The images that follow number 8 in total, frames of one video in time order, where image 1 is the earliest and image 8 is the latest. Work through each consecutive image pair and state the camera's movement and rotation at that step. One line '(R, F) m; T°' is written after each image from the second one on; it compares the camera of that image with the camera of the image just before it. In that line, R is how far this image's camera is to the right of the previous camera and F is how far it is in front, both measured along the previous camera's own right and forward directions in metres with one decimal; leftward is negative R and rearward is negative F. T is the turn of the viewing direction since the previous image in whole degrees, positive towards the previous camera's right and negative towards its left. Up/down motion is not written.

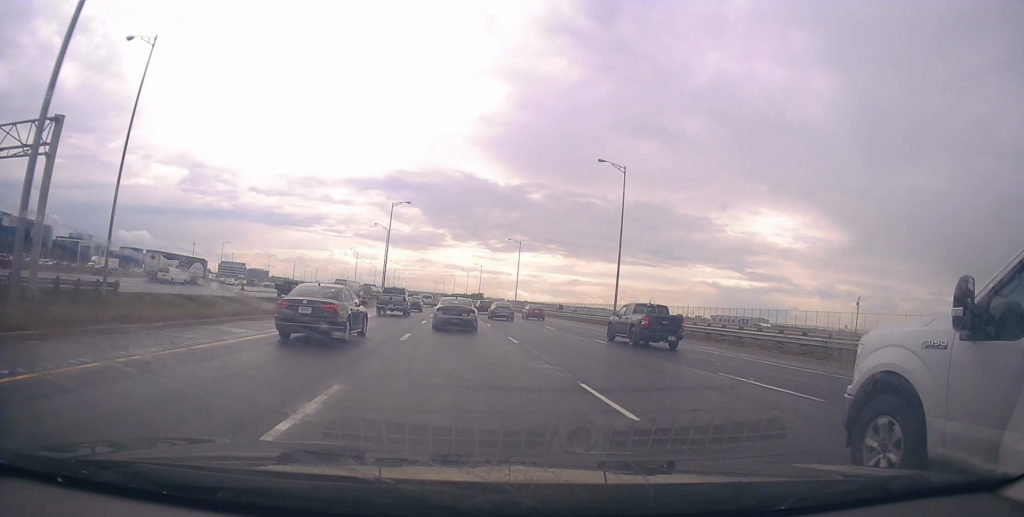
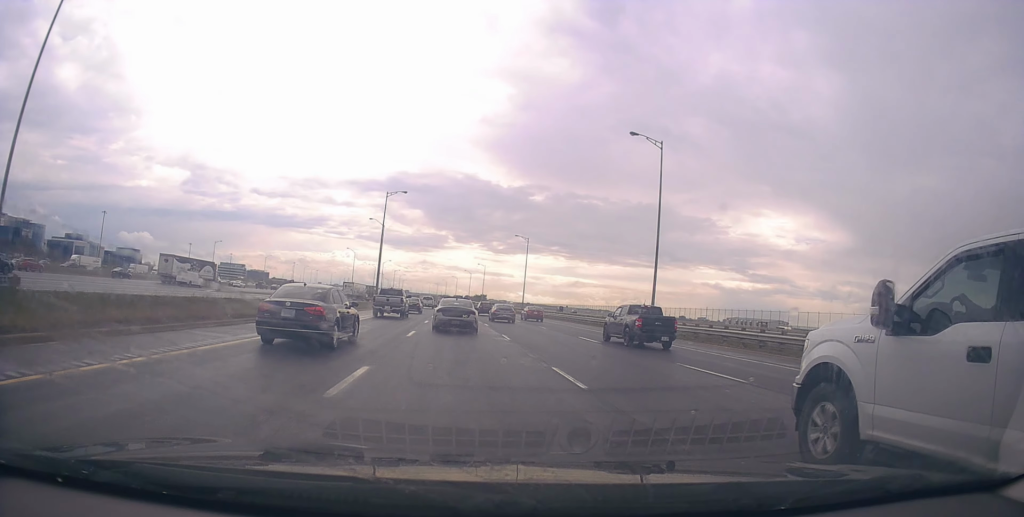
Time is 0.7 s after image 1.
(-0.2, +9.8) m; -1°
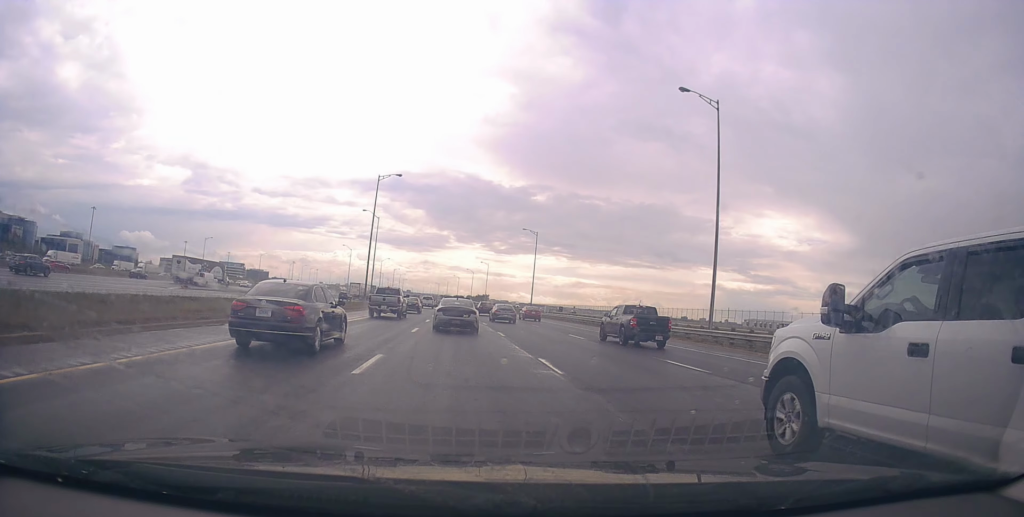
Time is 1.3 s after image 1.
(0.0, +10.0) m; 0°
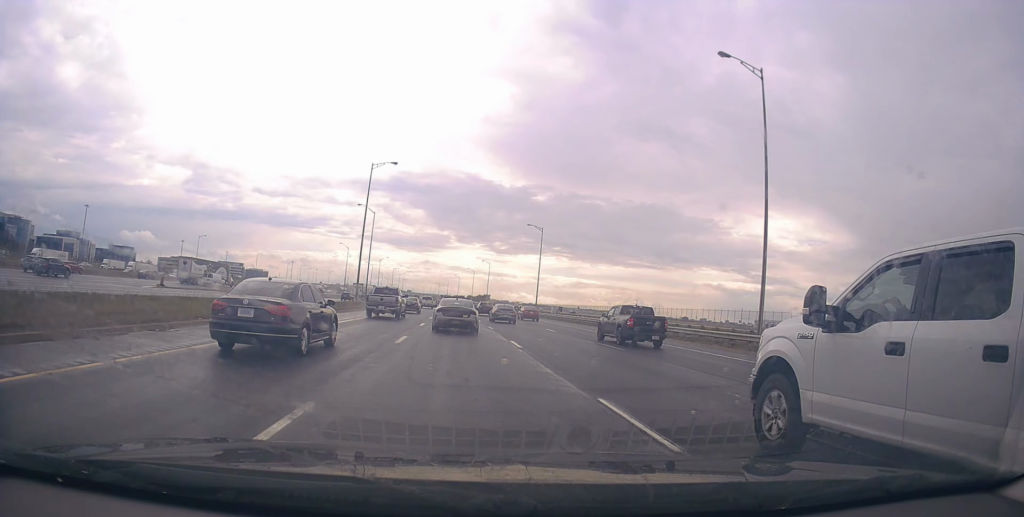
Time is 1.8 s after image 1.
(0.0, +5.8) m; 0°
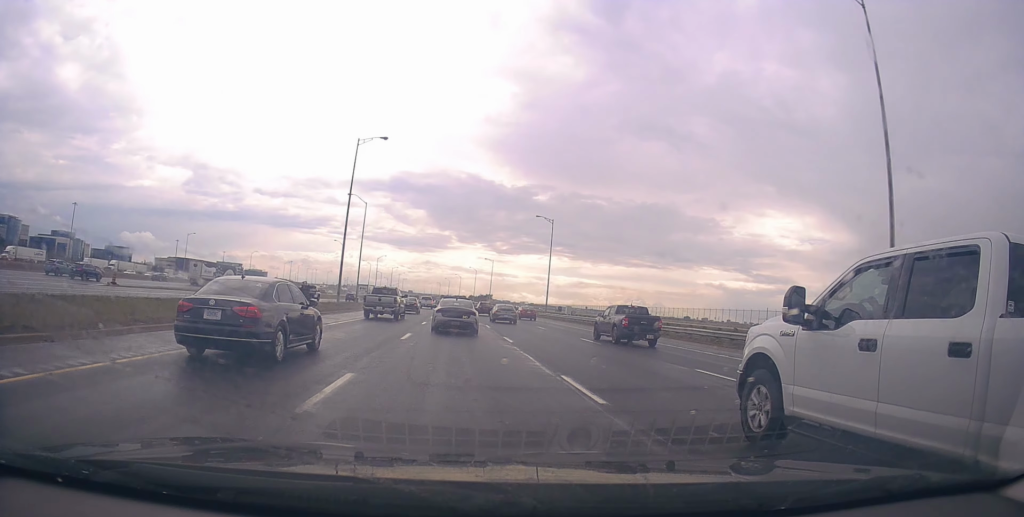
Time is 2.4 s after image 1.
(+0.1, +9.7) m; 0°
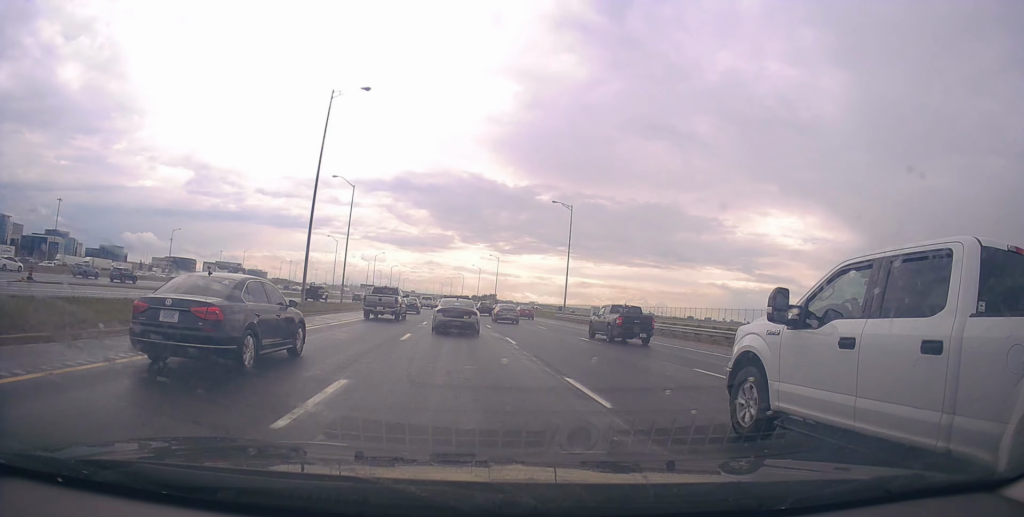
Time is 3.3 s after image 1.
(0.0, +12.6) m; -1°
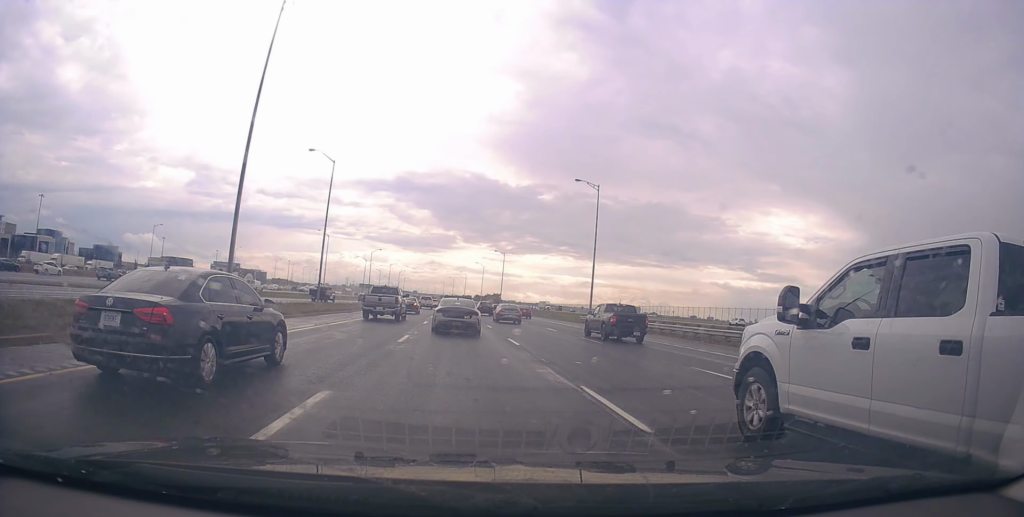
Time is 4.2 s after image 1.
(-0.3, +13.4) m; 0°
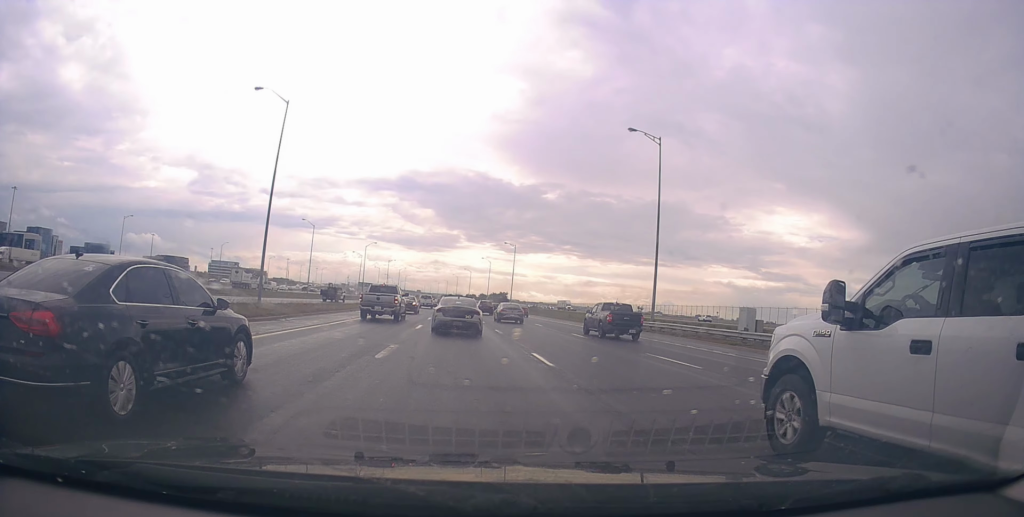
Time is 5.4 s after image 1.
(+0.3, +18.4) m; 0°
